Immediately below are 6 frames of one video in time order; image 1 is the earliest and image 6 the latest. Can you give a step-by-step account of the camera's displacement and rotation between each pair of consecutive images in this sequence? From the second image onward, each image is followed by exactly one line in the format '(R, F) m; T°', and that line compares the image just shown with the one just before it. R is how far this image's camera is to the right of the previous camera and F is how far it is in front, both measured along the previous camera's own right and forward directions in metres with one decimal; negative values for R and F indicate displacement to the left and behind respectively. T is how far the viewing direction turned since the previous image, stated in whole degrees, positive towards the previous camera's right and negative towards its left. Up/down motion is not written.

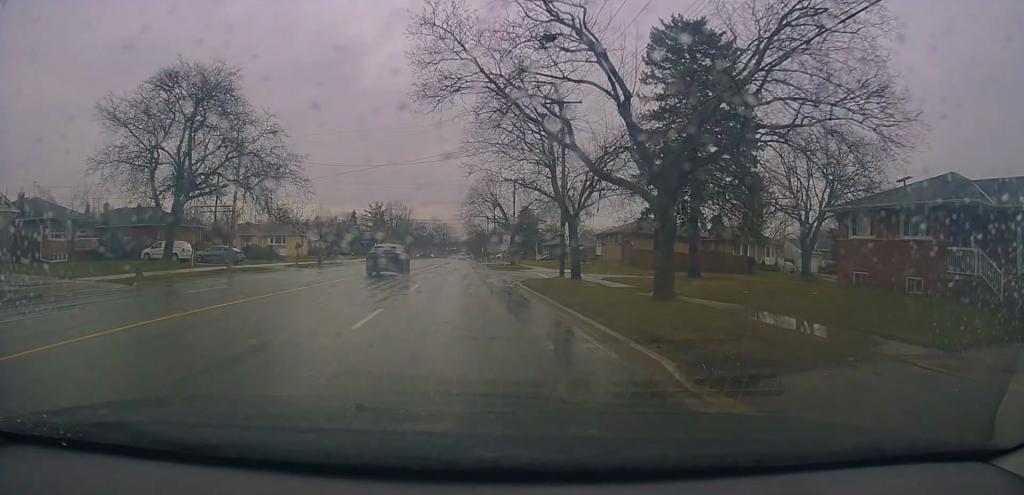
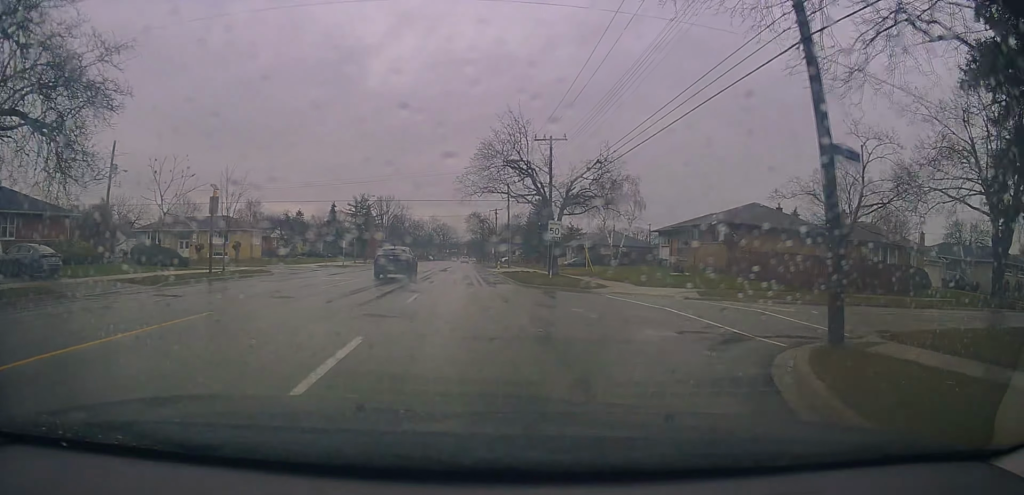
(-0.1, +27.2) m; 0°
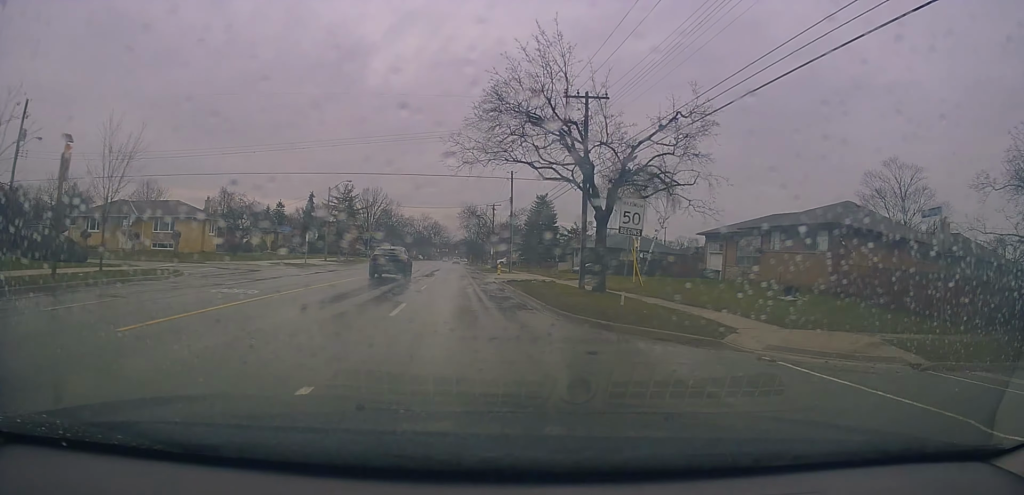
(0.0, +12.4) m; 0°
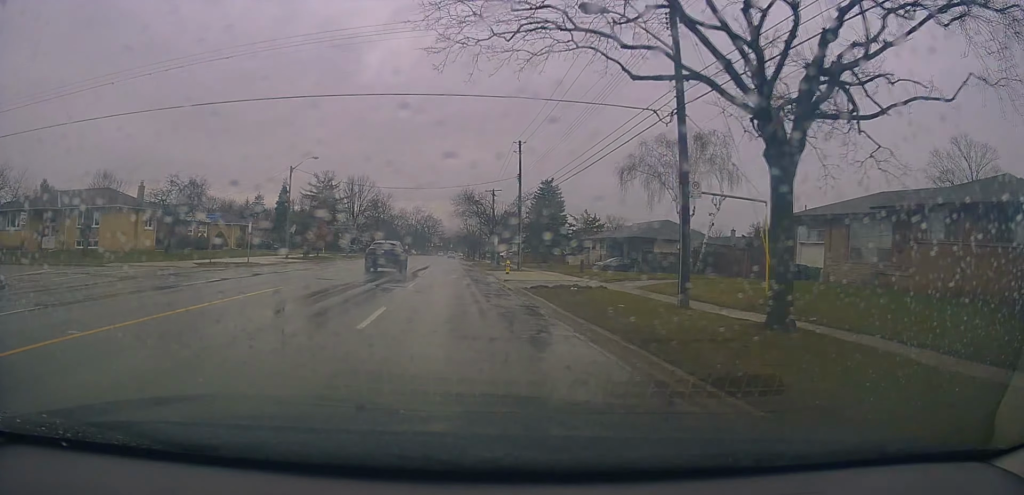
(0.0, +13.2) m; 0°
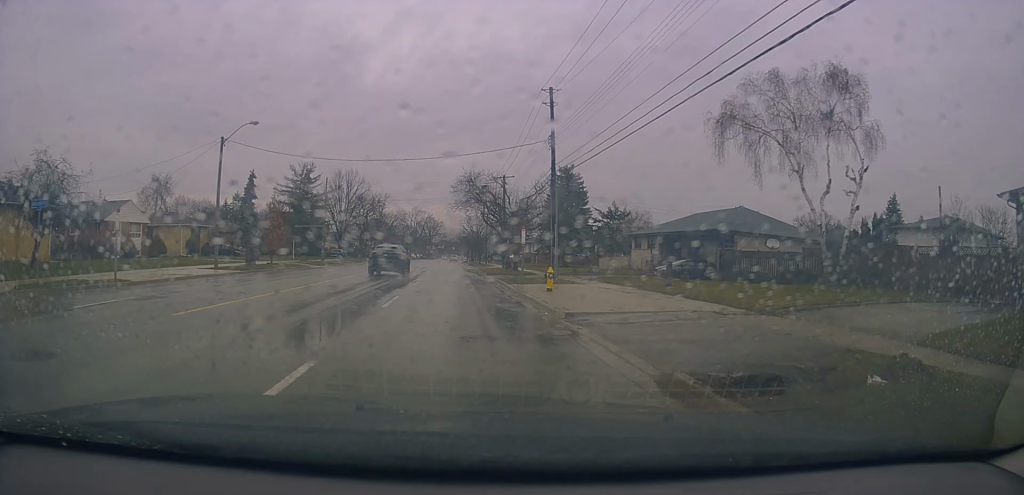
(0.0, +13.9) m; +1°
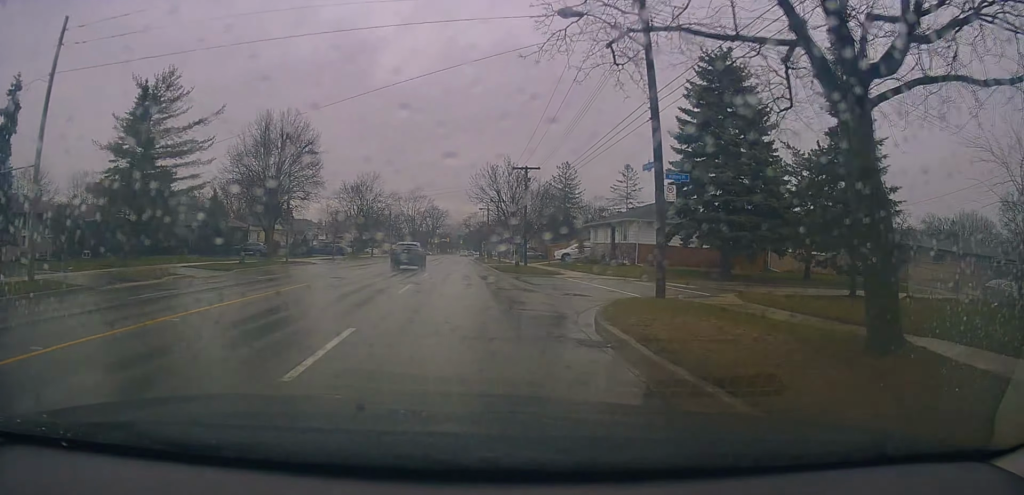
(-0.3, +44.6) m; -1°
